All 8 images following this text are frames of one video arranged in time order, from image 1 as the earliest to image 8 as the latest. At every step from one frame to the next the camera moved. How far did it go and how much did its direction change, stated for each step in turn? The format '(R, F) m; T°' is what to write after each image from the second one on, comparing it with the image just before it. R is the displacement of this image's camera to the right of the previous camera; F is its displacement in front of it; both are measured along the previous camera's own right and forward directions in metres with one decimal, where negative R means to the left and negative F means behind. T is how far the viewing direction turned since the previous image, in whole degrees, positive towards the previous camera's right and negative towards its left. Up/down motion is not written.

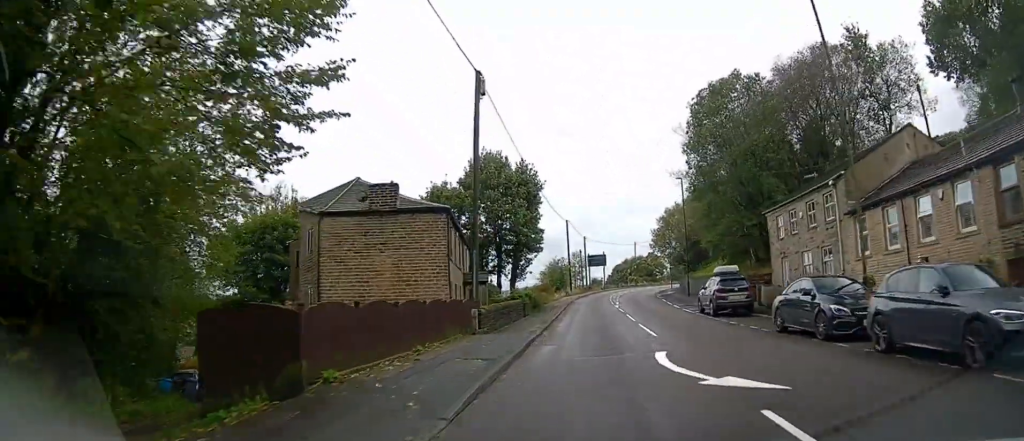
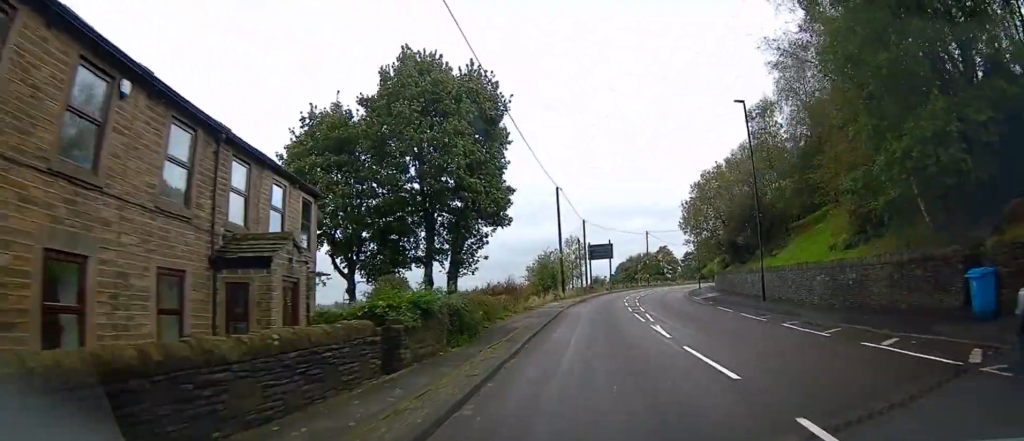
(-0.2, +20.5) m; -1°
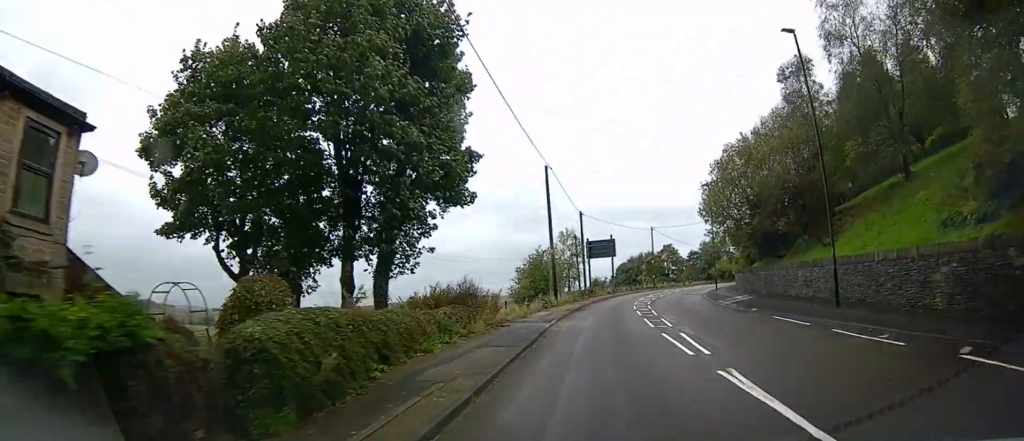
(0.0, +8.6) m; 0°
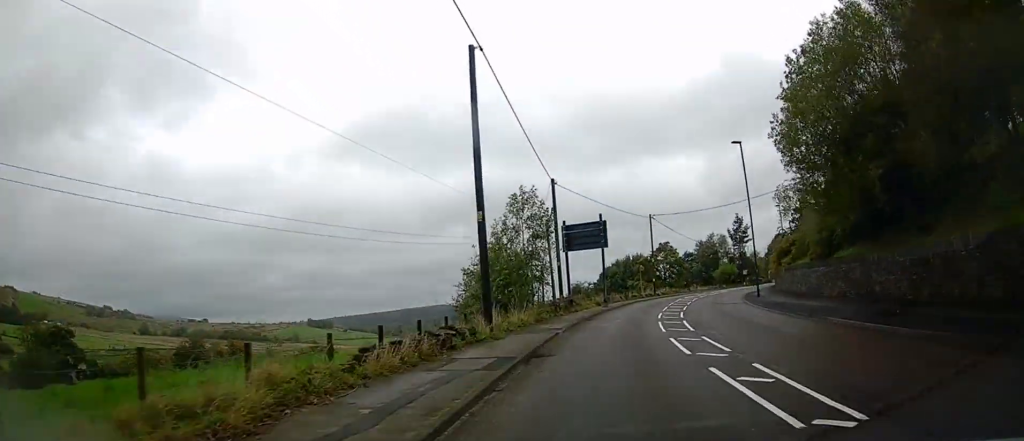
(+0.2, +18.8) m; +2°
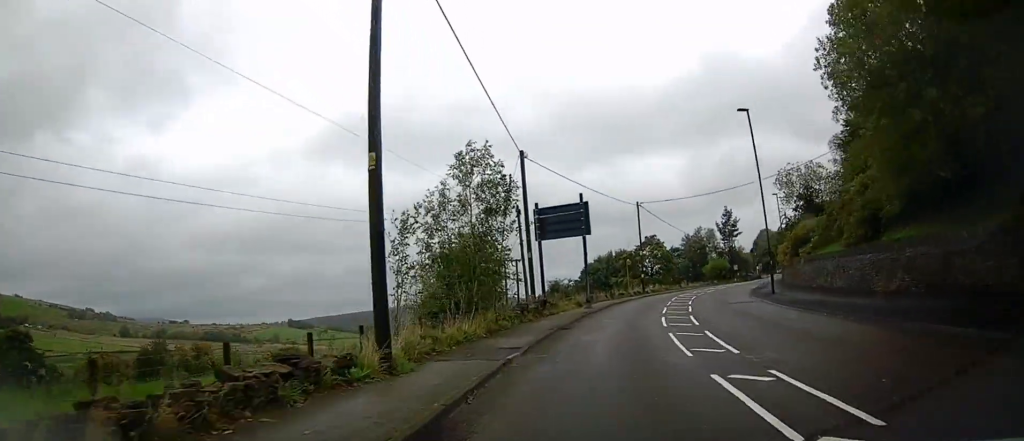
(+0.1, +6.3) m; +1°
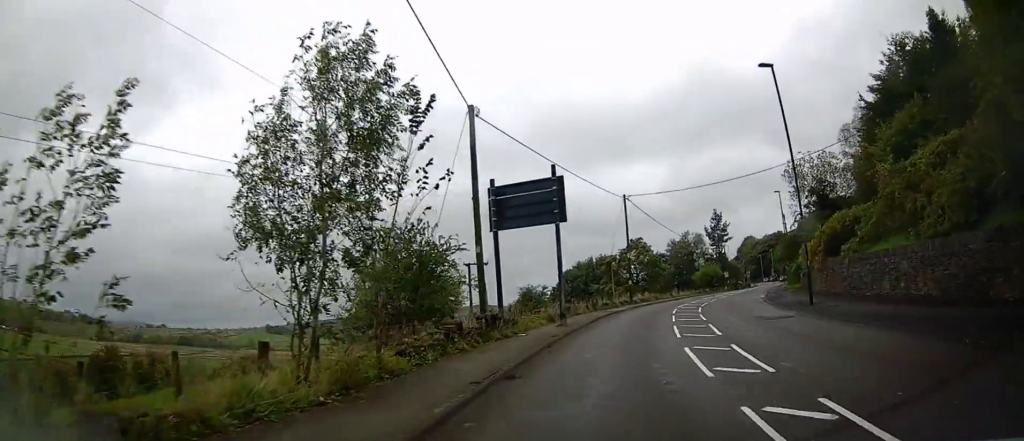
(+0.1, +8.0) m; +2°
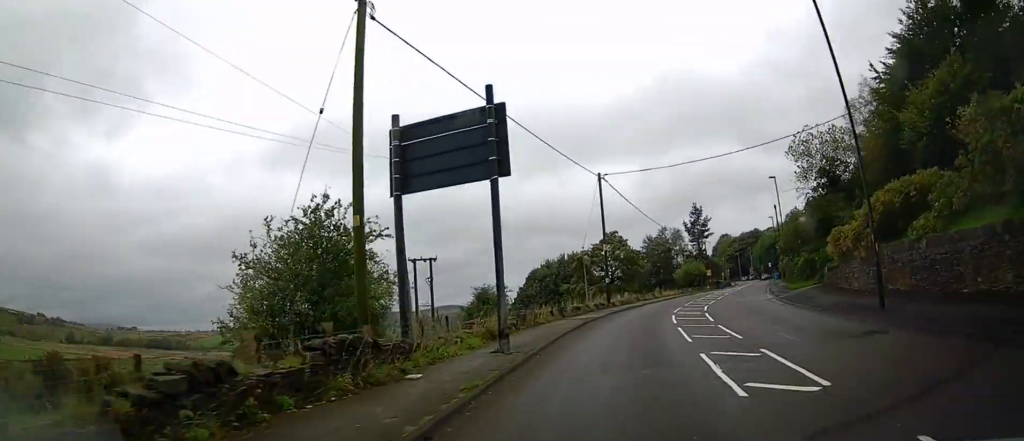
(-0.1, +8.2) m; +3°
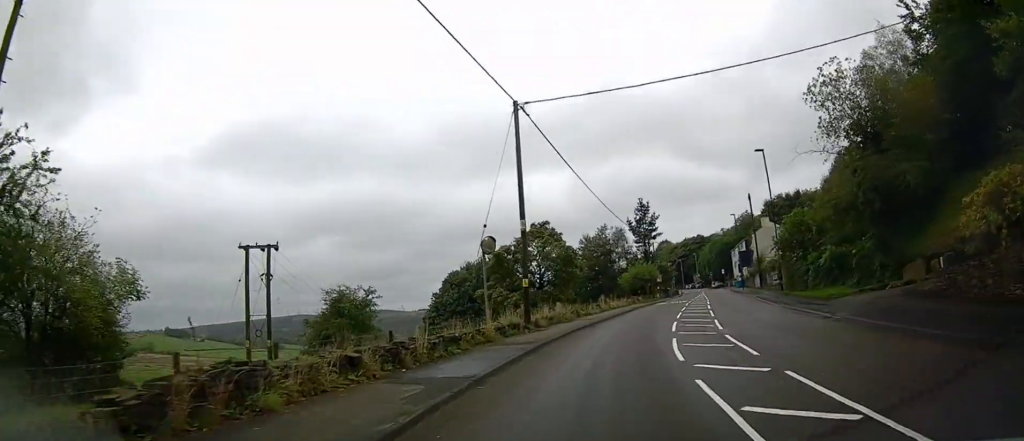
(+1.2, +14.5) m; +8°
